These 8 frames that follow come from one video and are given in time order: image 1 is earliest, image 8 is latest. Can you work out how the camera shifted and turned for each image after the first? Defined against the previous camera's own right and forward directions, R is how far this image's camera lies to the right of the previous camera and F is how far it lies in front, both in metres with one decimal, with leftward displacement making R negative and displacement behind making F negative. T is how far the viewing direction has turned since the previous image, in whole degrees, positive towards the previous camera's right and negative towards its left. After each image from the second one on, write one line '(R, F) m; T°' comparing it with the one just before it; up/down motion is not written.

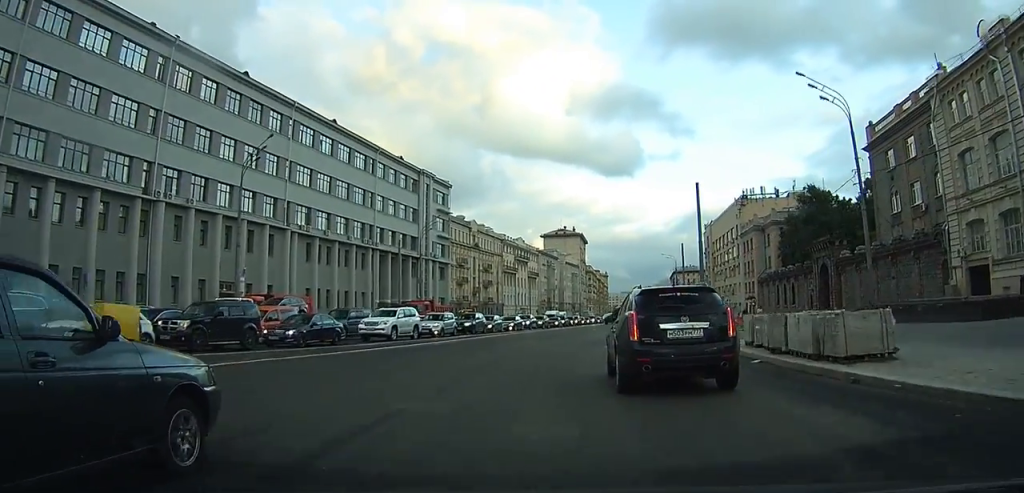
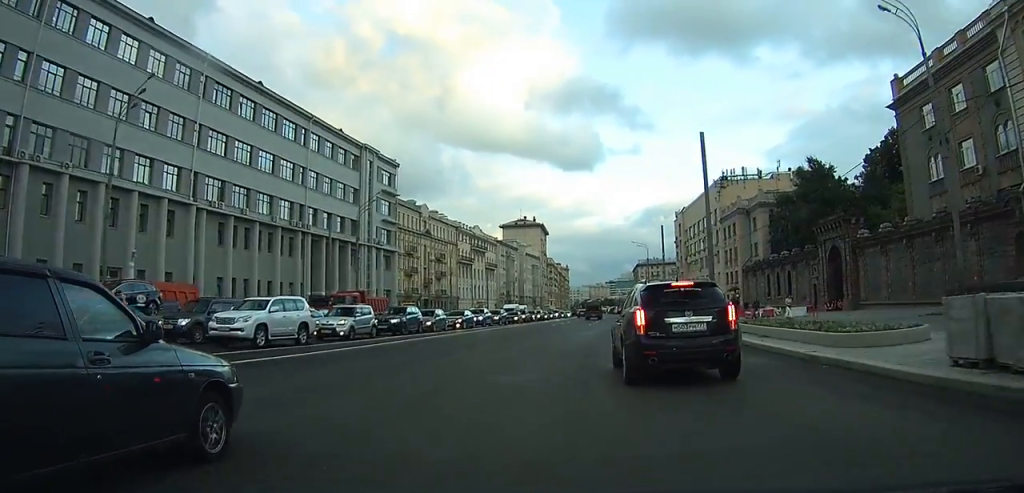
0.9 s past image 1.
(+0.5, +11.5) m; +5°
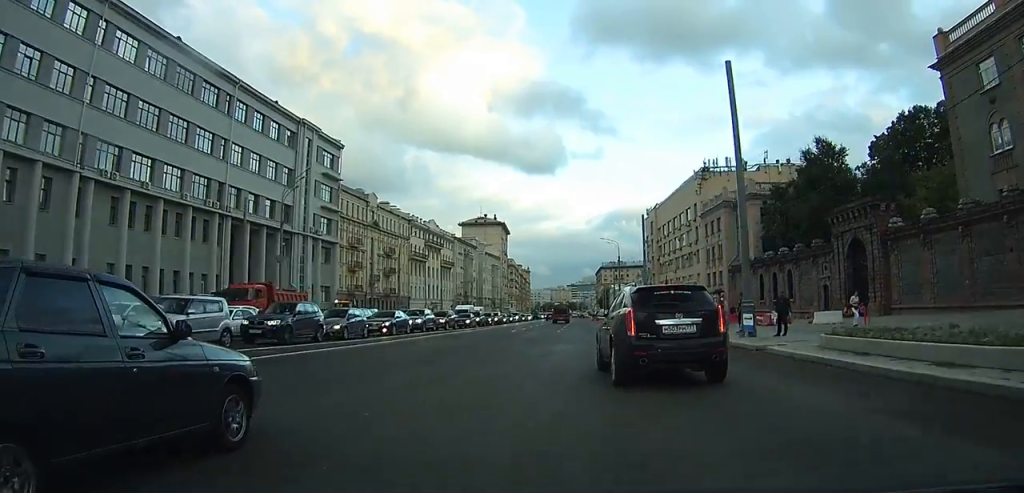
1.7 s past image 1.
(+0.4, +10.8) m; +4°
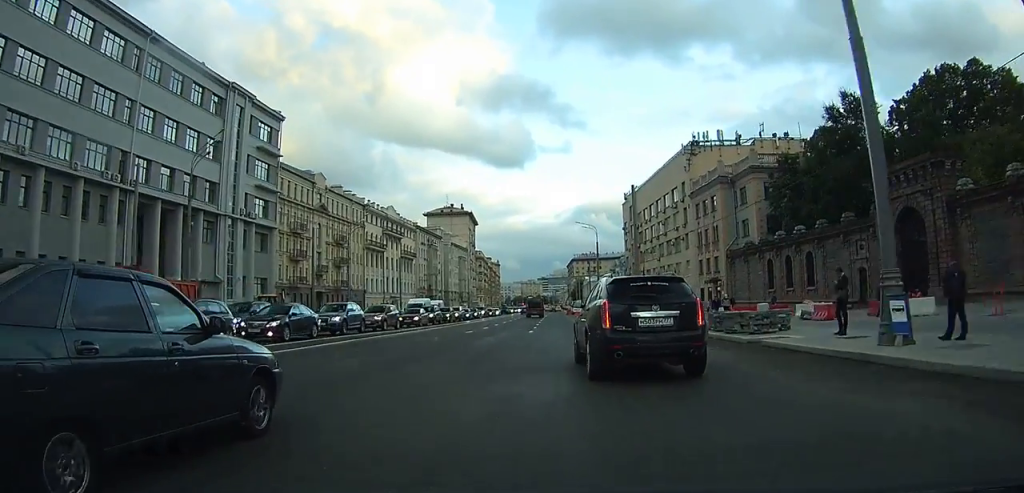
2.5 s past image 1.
(+0.3, +11.0) m; +3°
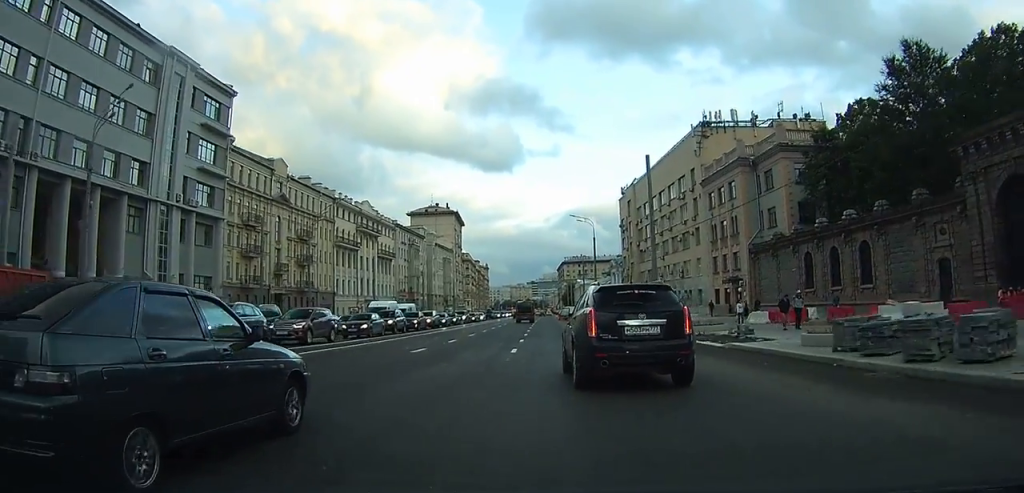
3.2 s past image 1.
(+0.2, +10.7) m; +2°
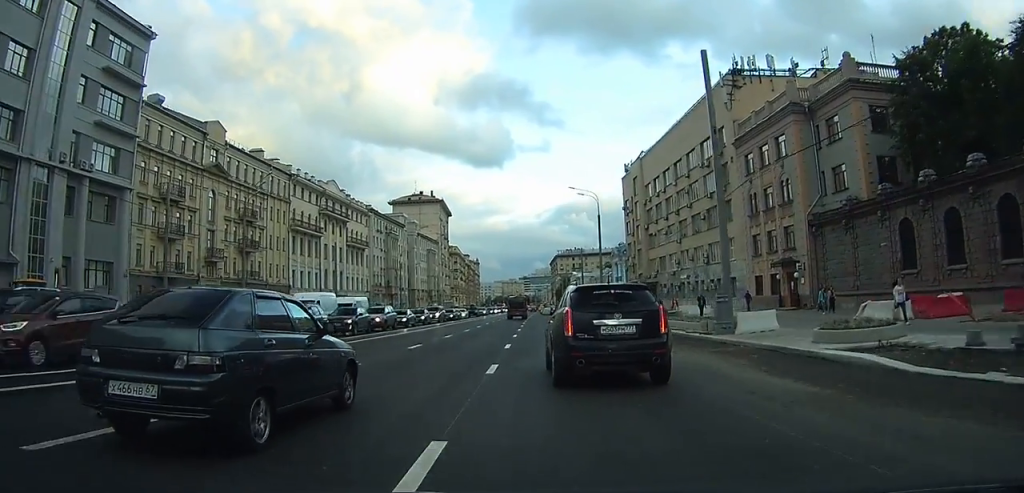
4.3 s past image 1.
(+0.2, +15.1) m; +1°
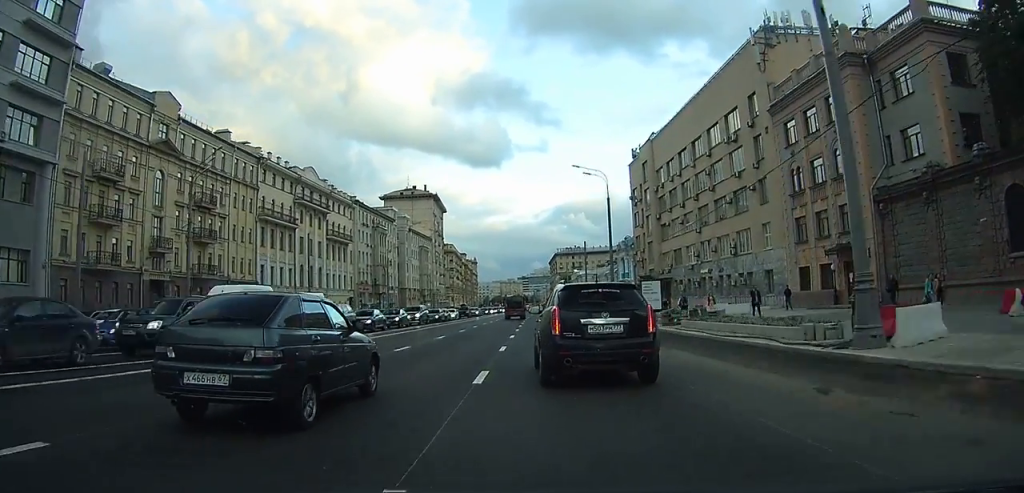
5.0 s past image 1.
(0.0, +9.5) m; 0°
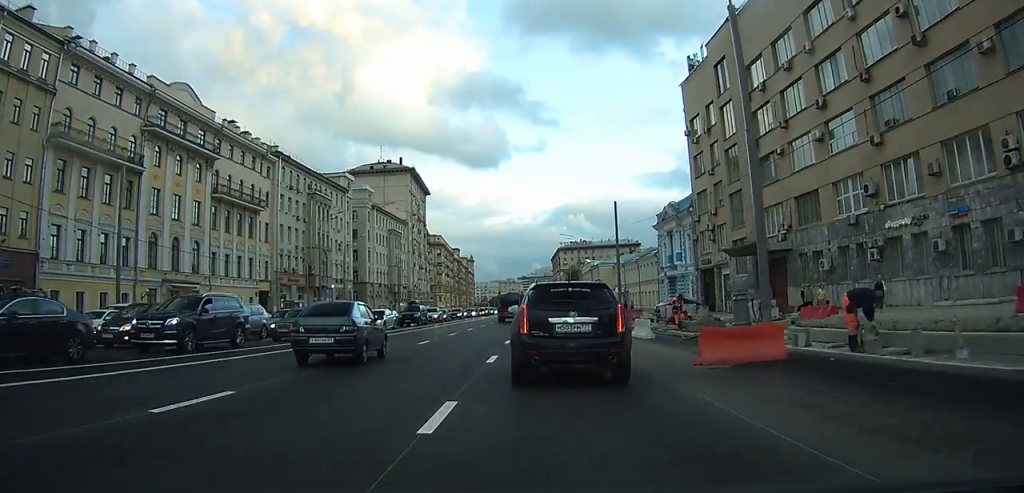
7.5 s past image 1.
(-0.6, +35.3) m; -1°
